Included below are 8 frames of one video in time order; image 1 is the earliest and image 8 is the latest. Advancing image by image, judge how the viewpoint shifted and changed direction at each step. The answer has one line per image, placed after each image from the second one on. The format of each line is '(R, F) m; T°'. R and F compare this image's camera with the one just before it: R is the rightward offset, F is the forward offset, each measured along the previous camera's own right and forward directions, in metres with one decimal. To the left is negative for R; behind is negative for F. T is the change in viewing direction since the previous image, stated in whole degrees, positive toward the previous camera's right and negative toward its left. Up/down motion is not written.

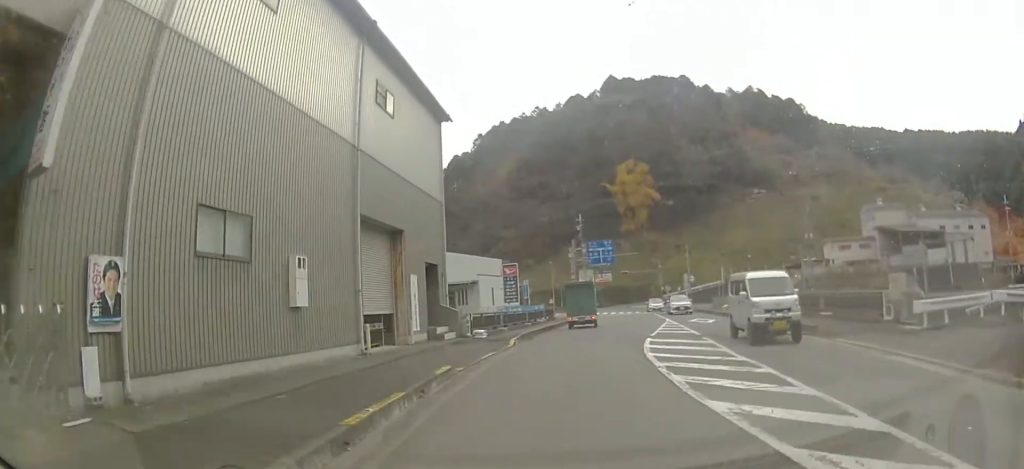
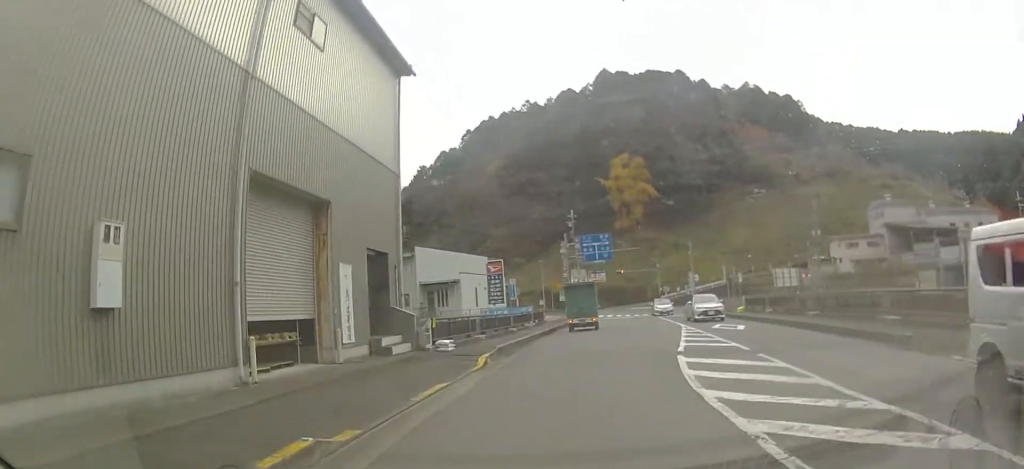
(+0.1, +5.7) m; 0°
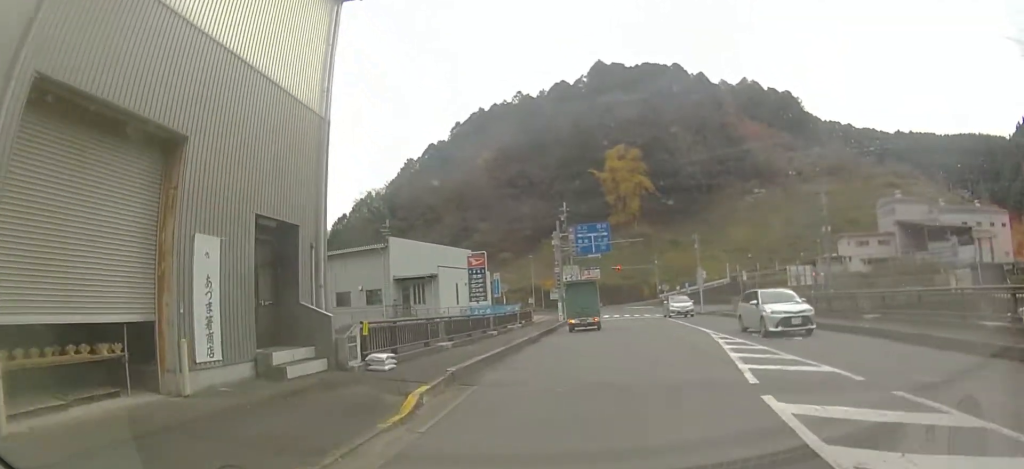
(0.0, +6.2) m; 0°
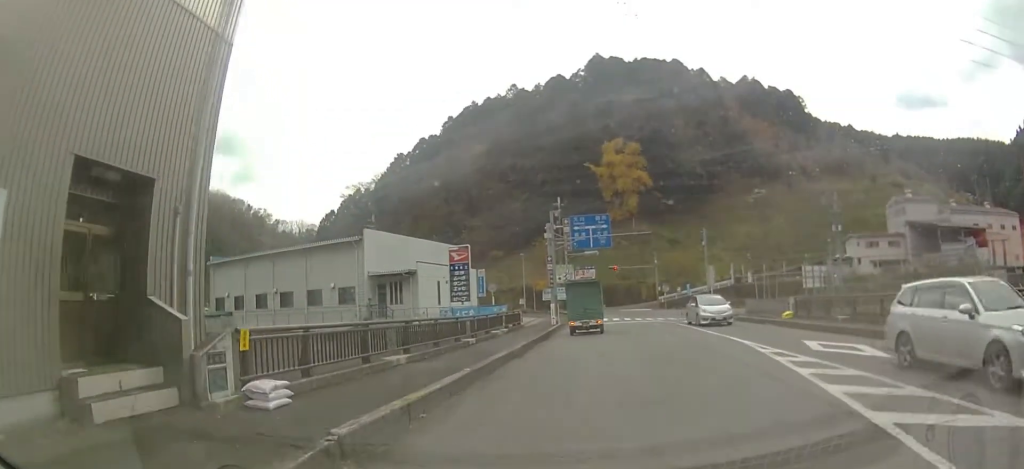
(-0.1, +4.9) m; 0°
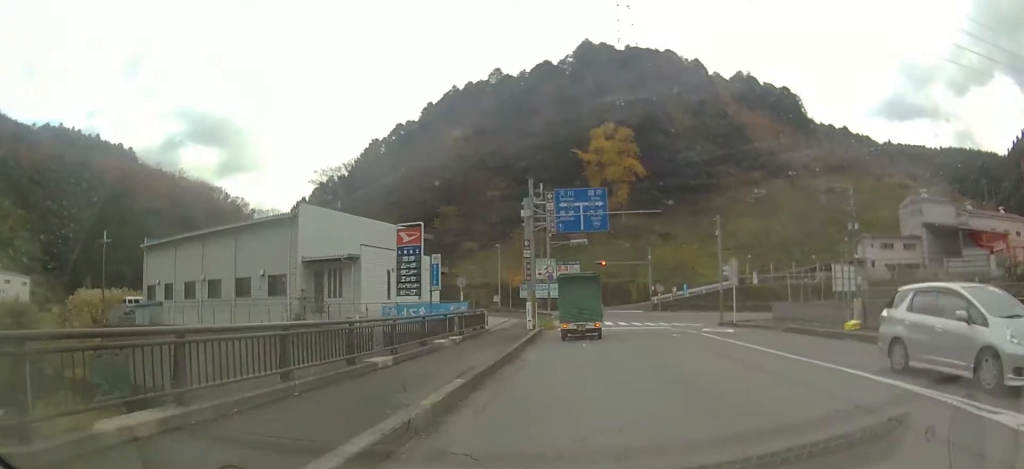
(+0.2, +9.7) m; +2°
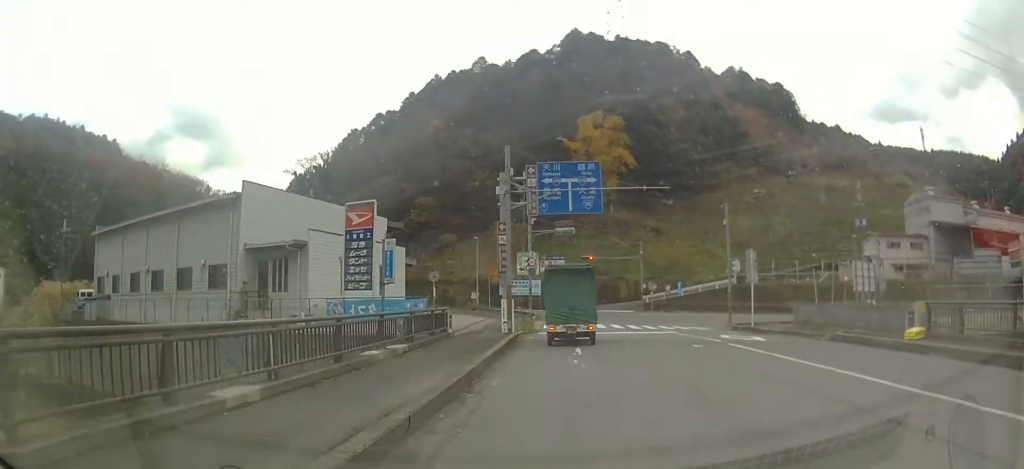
(+0.1, +6.0) m; +2°
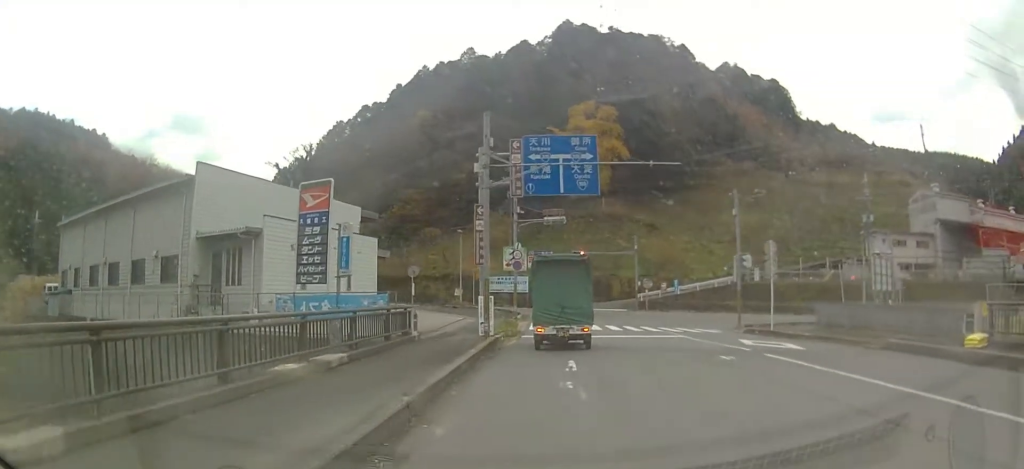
(+0.2, +4.6) m; +3°
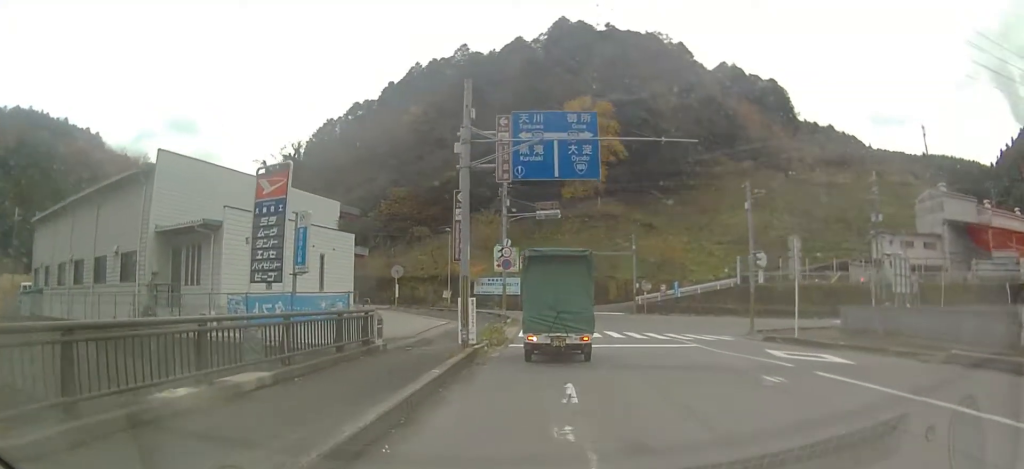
(+0.1, +3.8) m; +3°
